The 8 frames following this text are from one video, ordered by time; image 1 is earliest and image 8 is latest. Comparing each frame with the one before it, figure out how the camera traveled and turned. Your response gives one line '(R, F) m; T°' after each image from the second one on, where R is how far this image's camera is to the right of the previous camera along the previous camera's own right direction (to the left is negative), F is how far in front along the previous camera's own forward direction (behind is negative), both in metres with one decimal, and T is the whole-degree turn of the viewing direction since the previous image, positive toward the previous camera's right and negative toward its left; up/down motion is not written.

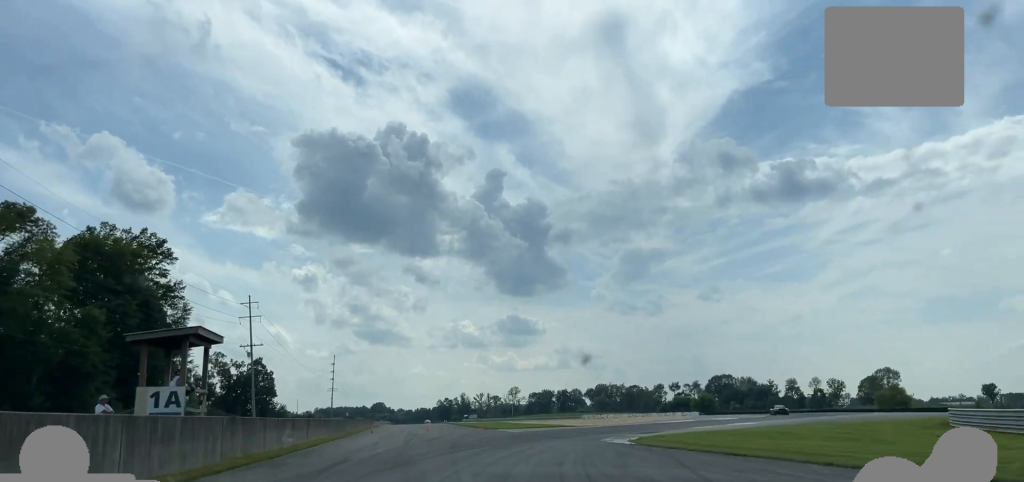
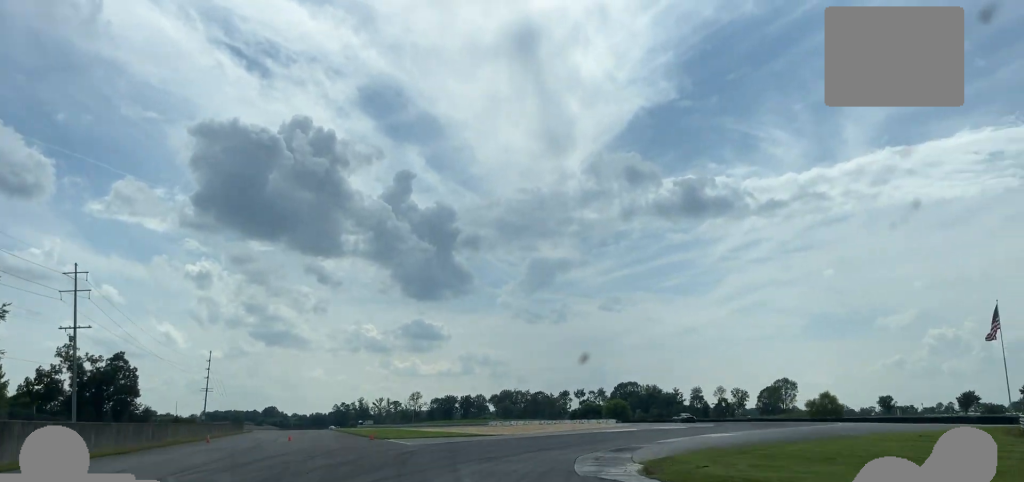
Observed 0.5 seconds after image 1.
(-0.1, +18.9) m; +7°
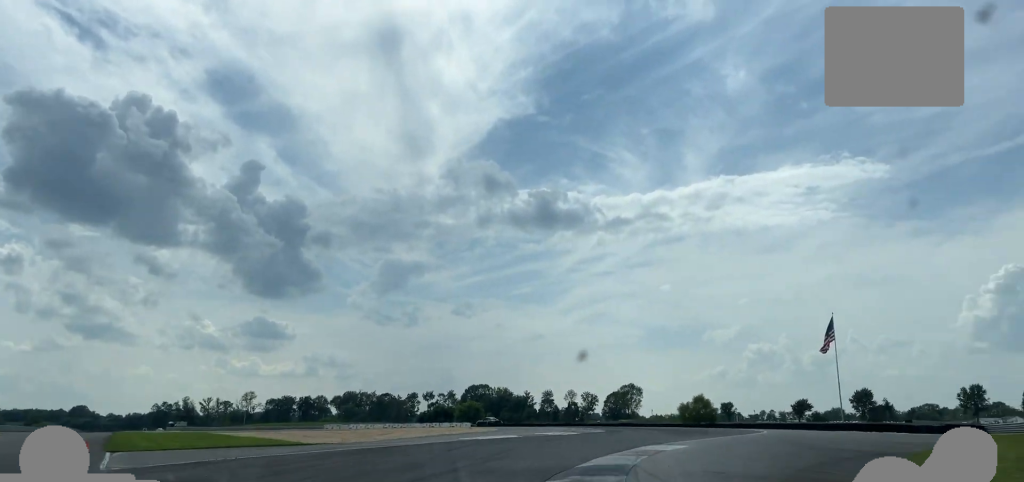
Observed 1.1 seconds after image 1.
(+2.6, +18.7) m; +10°
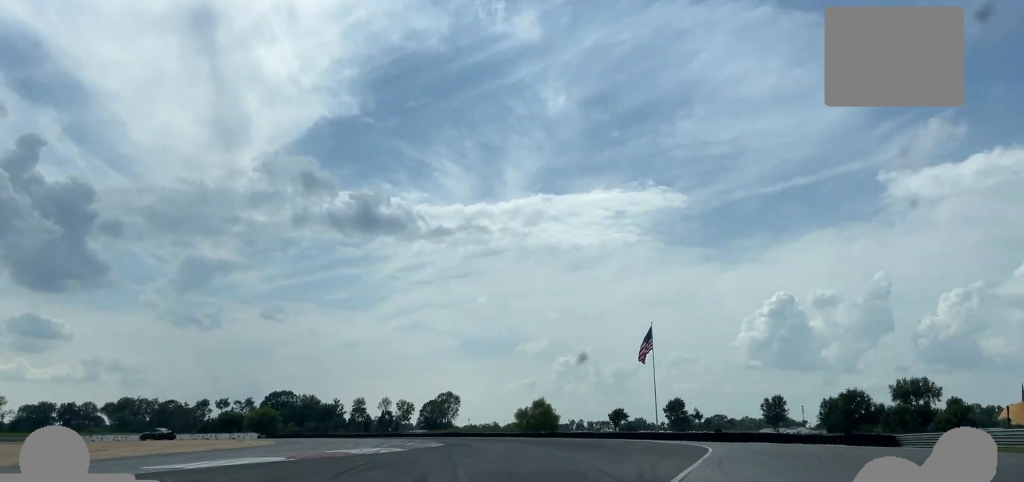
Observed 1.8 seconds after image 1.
(+2.2, +20.5) m; +7°
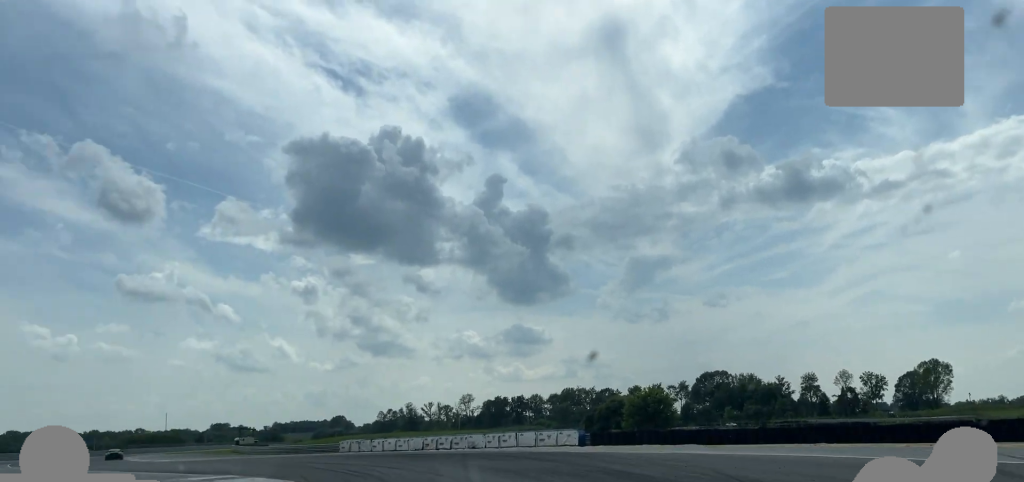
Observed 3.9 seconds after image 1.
(-3.6, +55.3) m; -24°
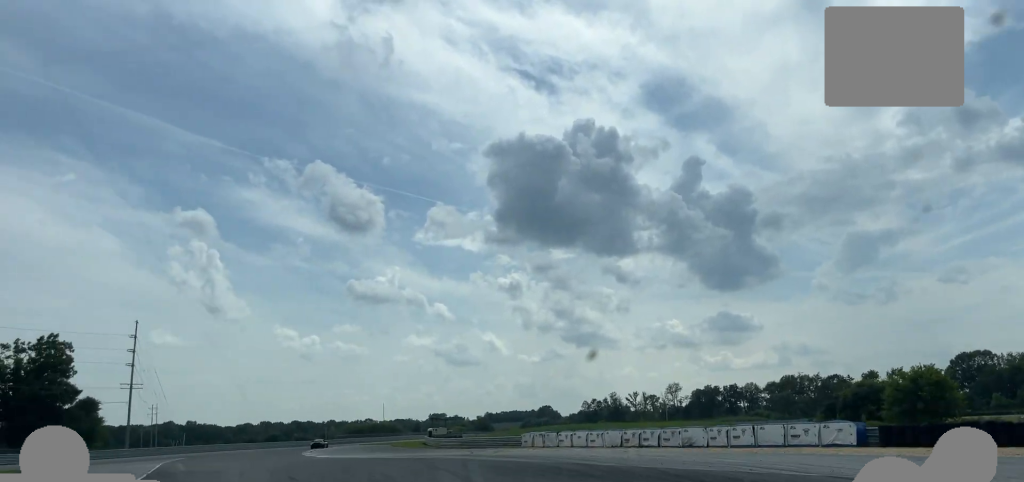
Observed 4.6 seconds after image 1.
(-1.7, +17.2) m; -15°
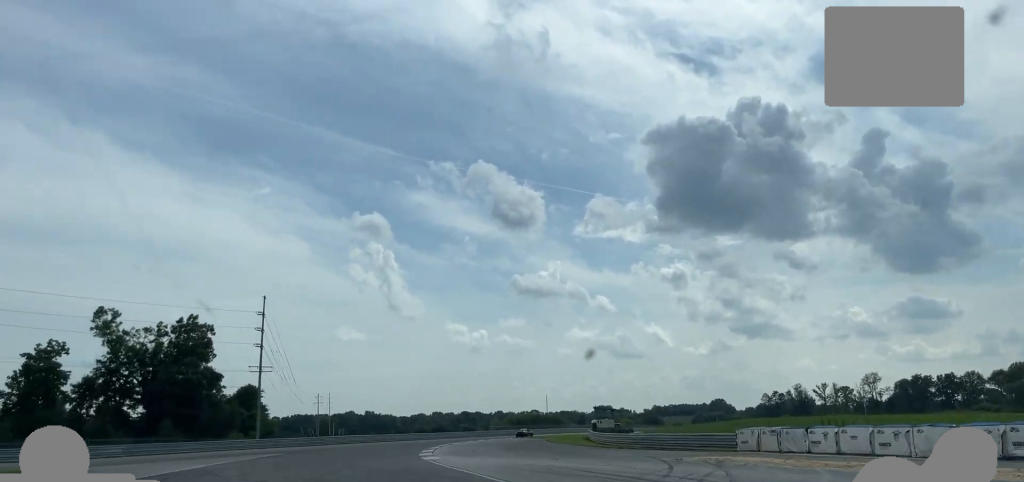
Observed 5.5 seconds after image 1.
(-4.0, +23.3) m; -15°
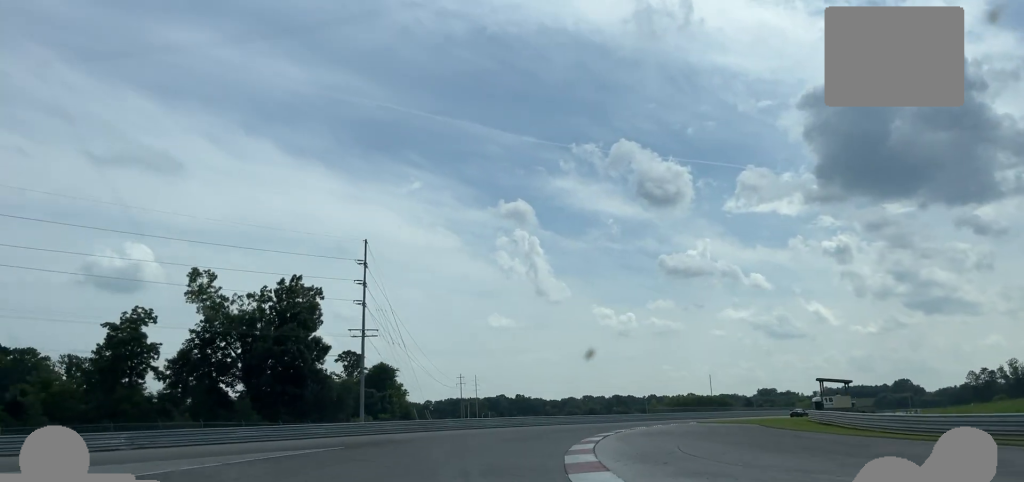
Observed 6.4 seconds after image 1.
(-2.5, +28.5) m; -6°
